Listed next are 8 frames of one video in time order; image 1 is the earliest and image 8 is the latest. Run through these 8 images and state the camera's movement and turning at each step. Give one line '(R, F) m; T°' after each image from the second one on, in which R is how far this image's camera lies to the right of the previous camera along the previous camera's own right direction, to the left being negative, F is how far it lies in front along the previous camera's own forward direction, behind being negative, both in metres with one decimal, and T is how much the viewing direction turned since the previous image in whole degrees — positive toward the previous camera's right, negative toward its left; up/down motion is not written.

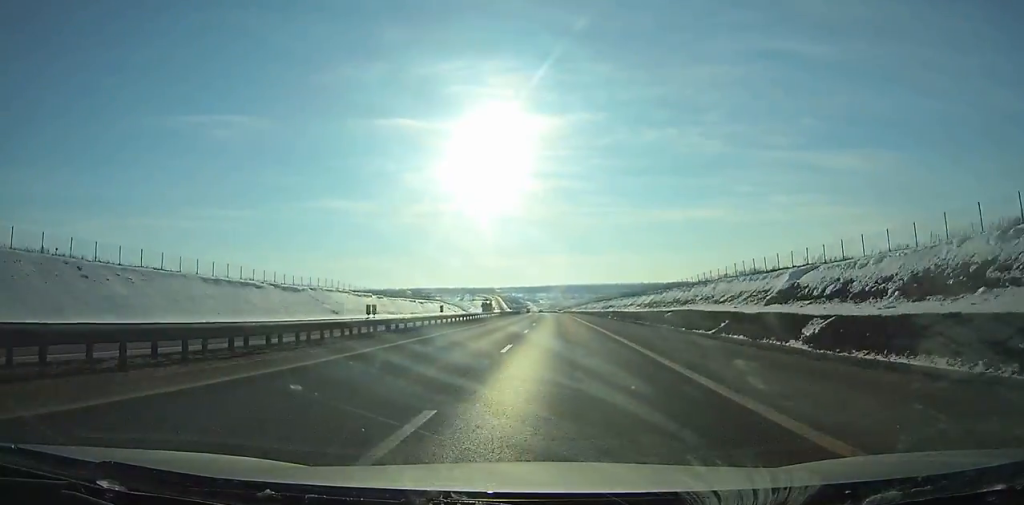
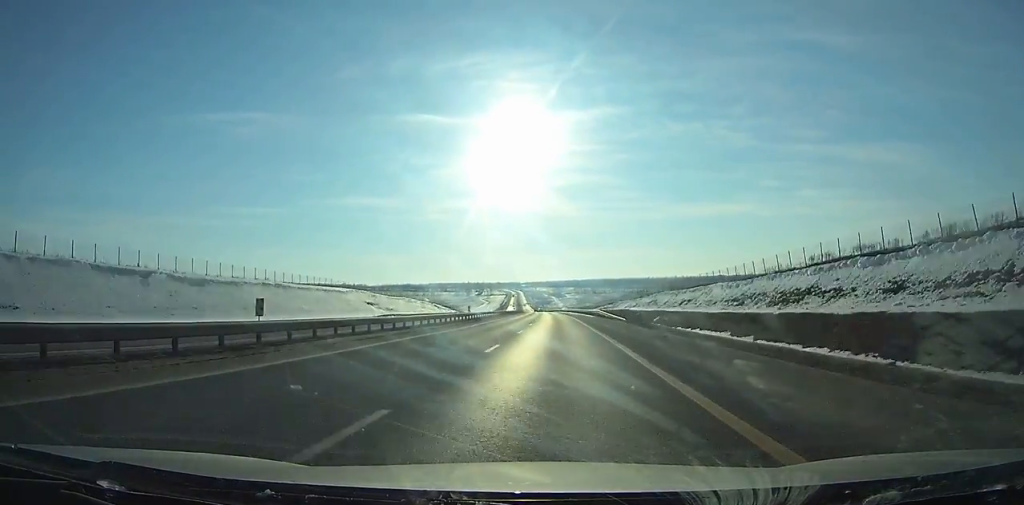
(-3.0, +142.3) m; -3°
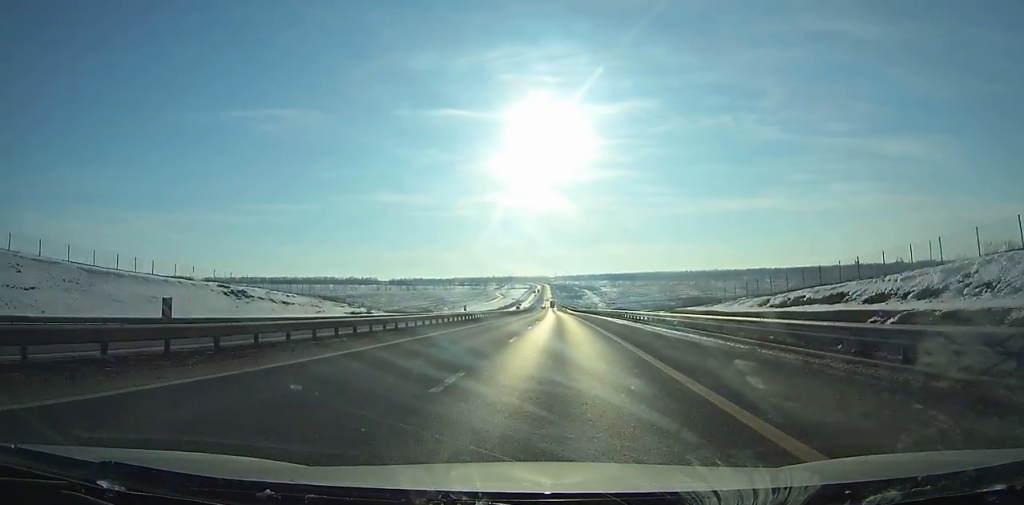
(-4.5, +162.8) m; -3°
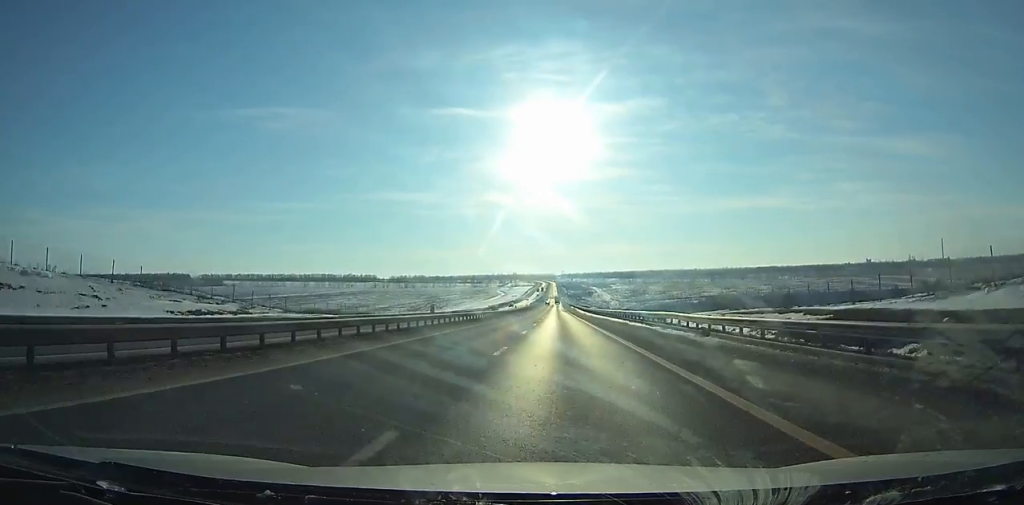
(-0.3, +52.6) m; 0°
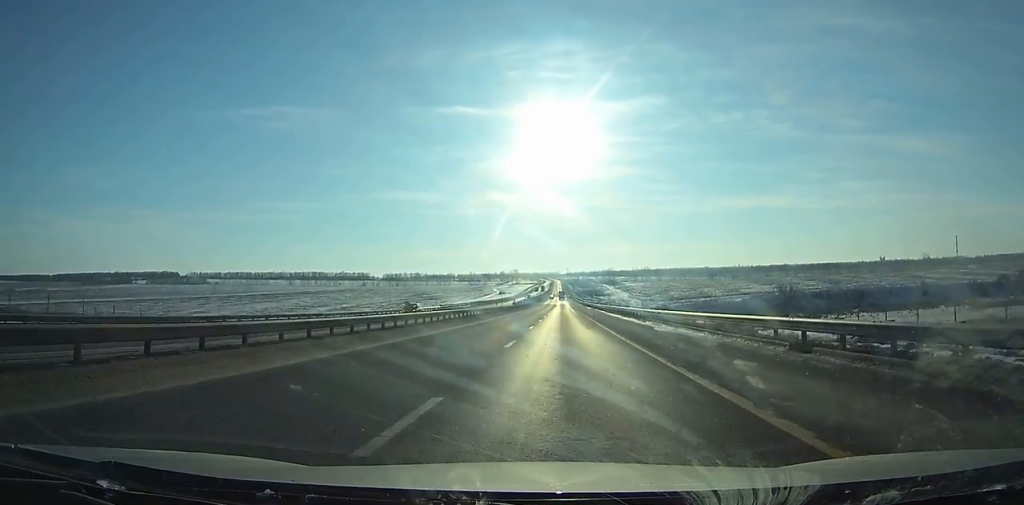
(-0.3, +82.8) m; 0°
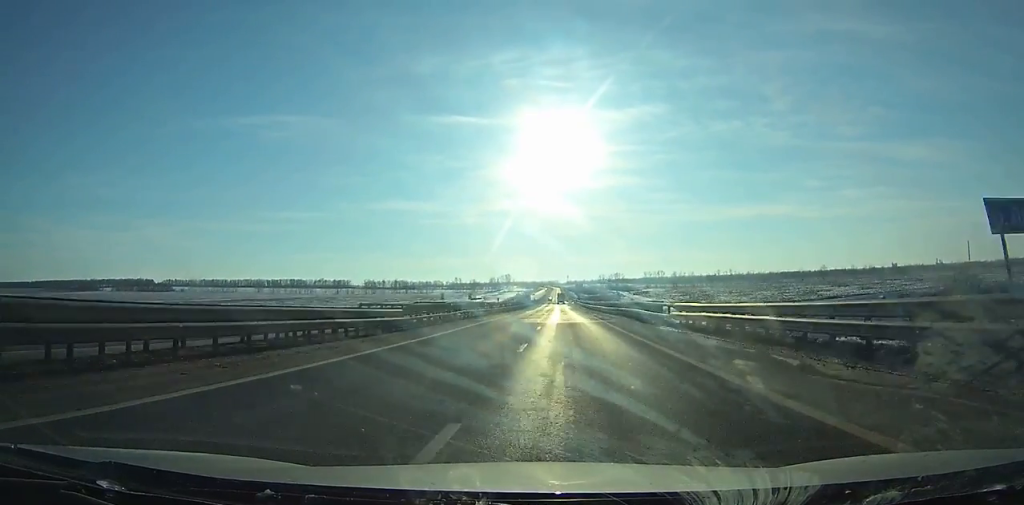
(-0.2, +108.8) m; 0°
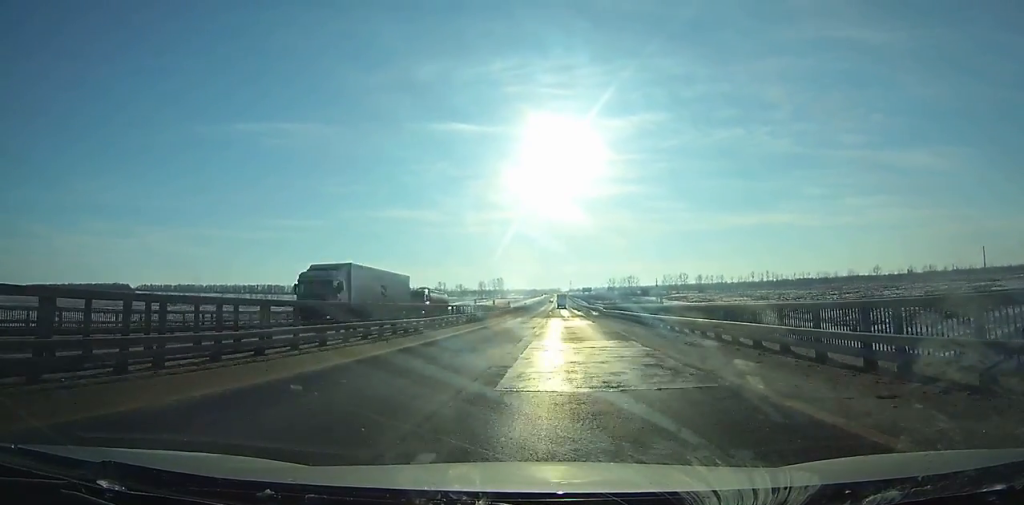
(-0.1, +110.5) m; 0°
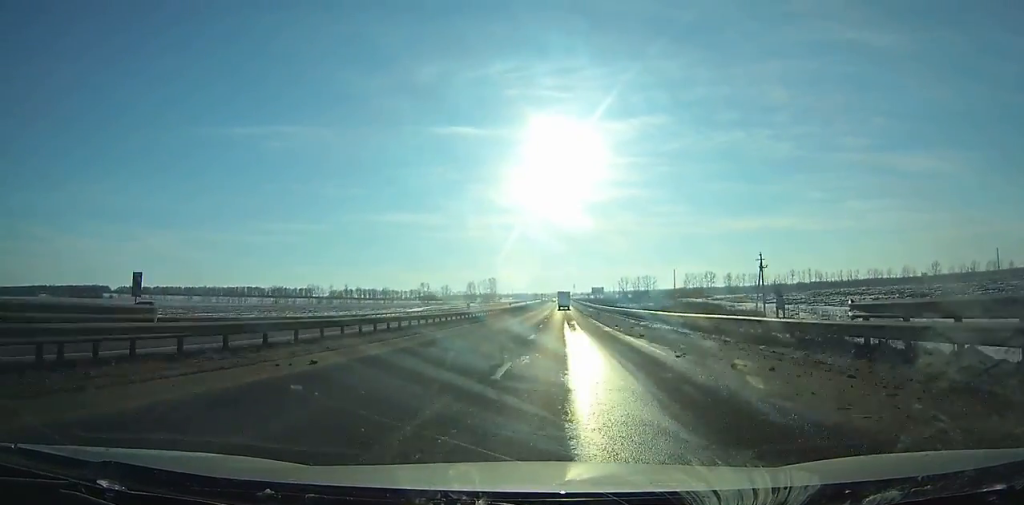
(0.0, +85.9) m; 0°
